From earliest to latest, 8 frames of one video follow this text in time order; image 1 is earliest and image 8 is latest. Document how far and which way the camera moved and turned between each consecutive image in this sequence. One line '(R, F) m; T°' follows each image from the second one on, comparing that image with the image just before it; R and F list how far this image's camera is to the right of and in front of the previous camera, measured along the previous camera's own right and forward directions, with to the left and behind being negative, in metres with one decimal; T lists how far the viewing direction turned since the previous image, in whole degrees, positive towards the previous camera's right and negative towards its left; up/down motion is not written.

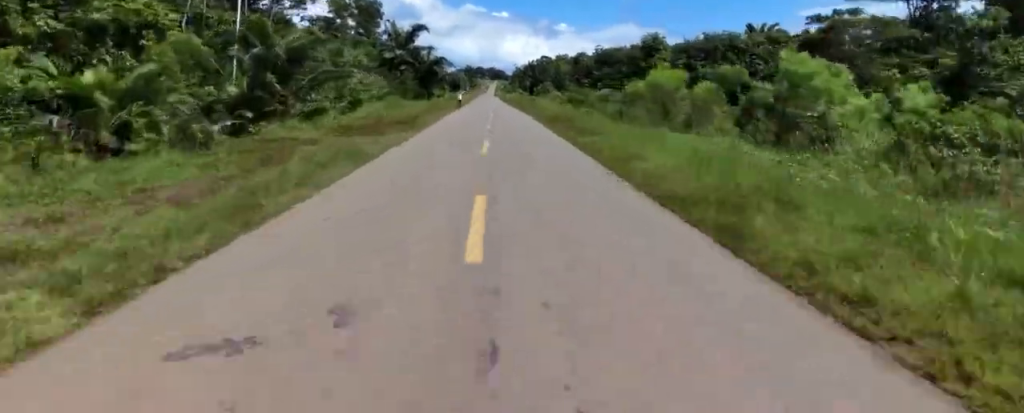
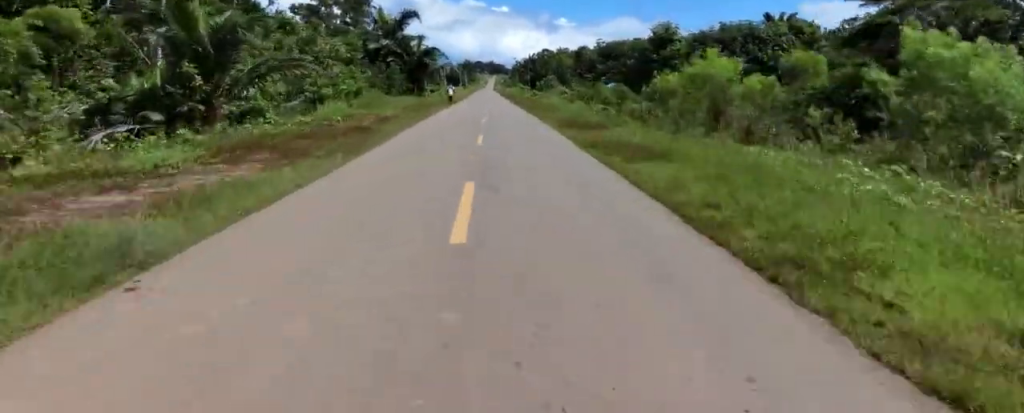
(0.0, +7.9) m; +1°
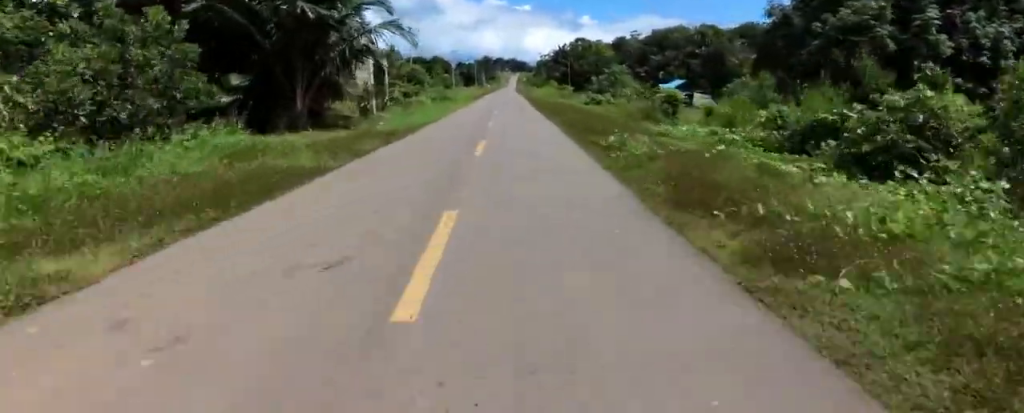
(+1.9, +41.6) m; +4°
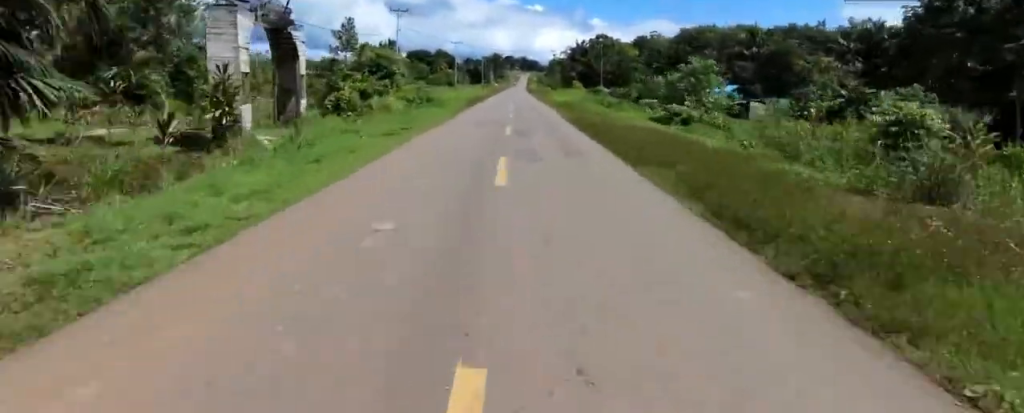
(0.0, +19.7) m; -2°
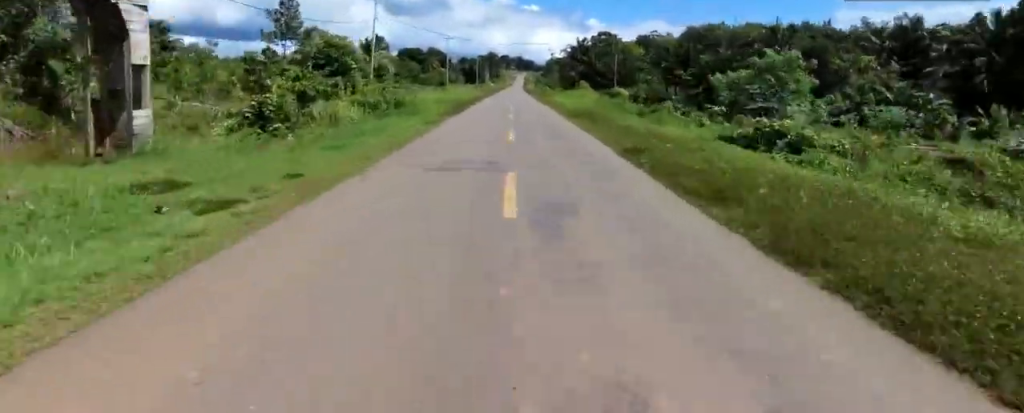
(+0.5, +10.3) m; -2°
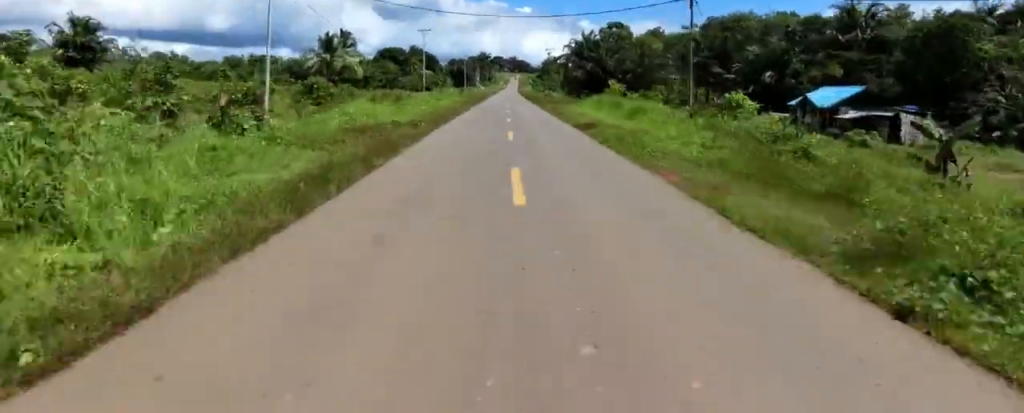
(-1.7, +22.7) m; 0°
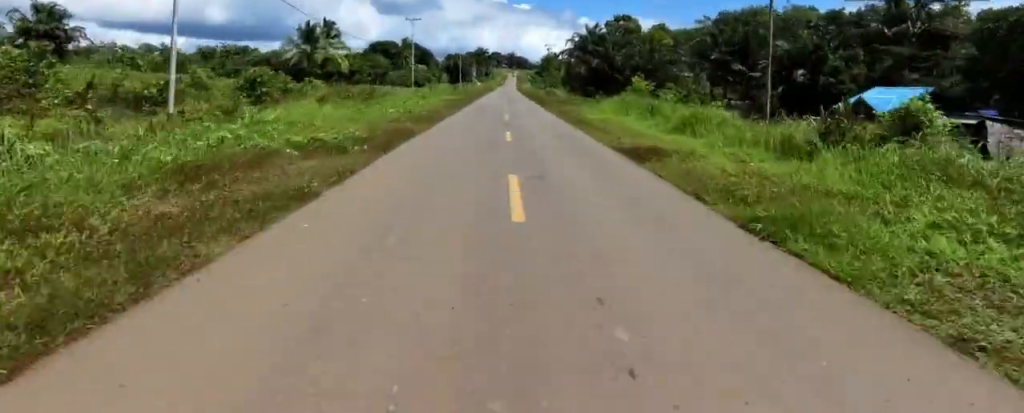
(+0.8, +9.7) m; +2°
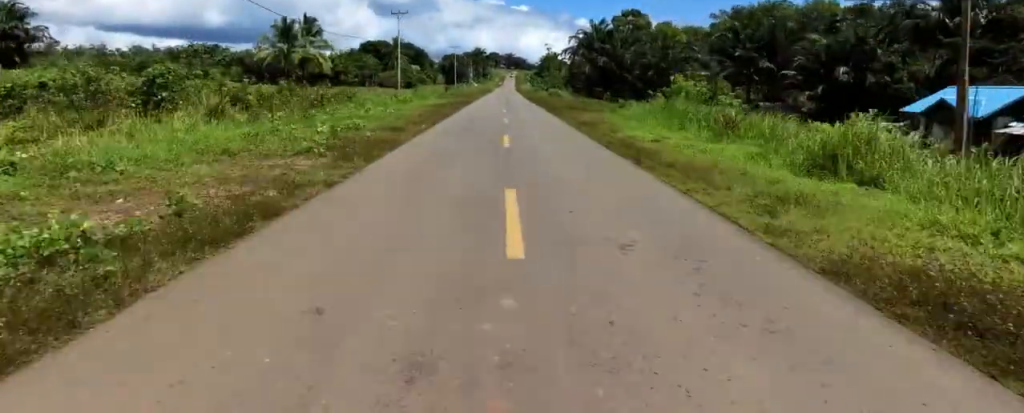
(+0.4, +9.1) m; +2°
